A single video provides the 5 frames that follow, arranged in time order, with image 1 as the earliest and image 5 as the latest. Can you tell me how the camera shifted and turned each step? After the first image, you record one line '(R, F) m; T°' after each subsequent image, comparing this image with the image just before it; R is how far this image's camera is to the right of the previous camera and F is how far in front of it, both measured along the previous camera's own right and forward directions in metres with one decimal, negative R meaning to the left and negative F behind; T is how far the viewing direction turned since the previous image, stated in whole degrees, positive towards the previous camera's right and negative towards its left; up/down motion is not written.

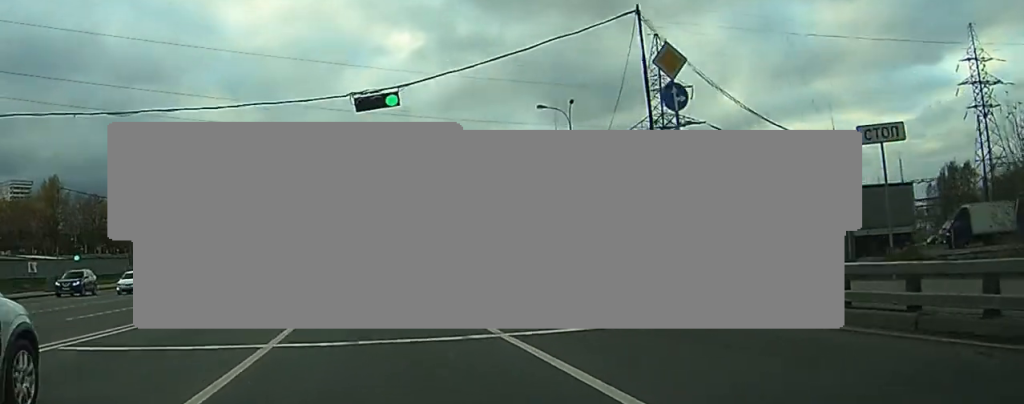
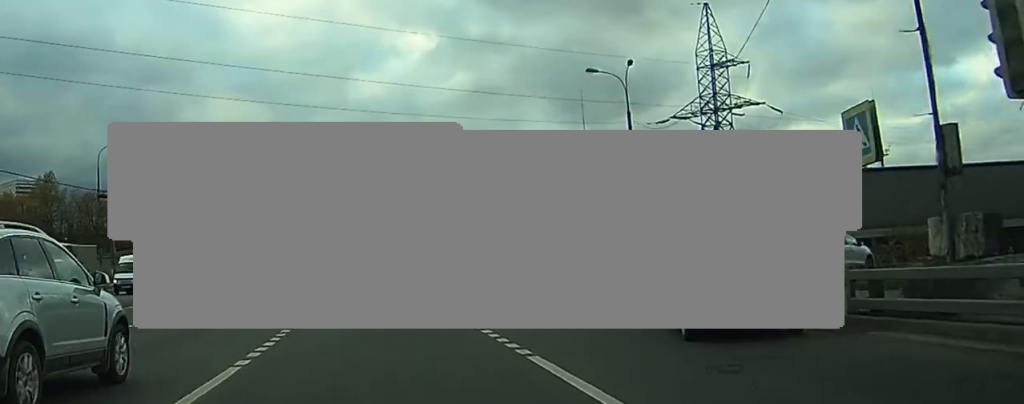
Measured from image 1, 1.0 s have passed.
(0.0, +11.2) m; -1°
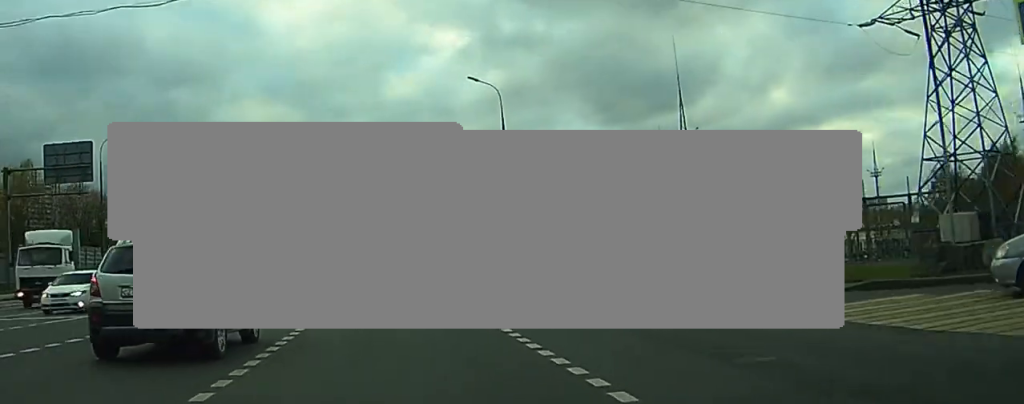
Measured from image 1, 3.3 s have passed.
(-0.9, +31.2) m; -3°
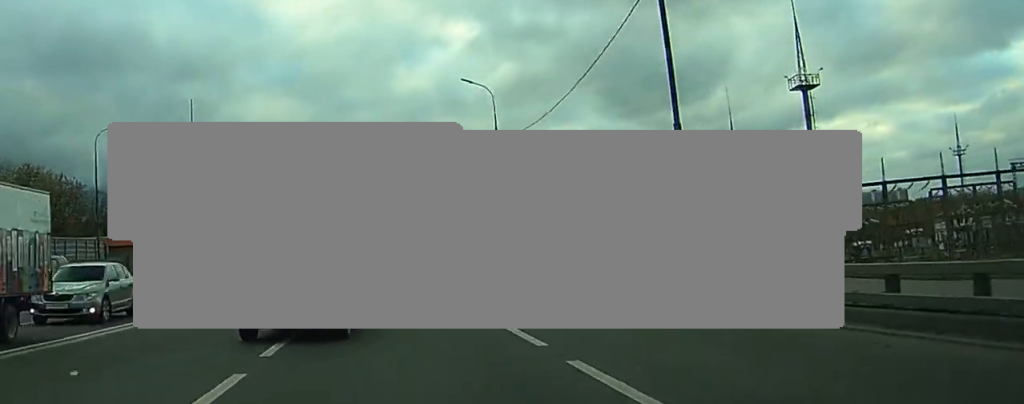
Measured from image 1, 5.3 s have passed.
(-0.3, +29.1) m; -1°
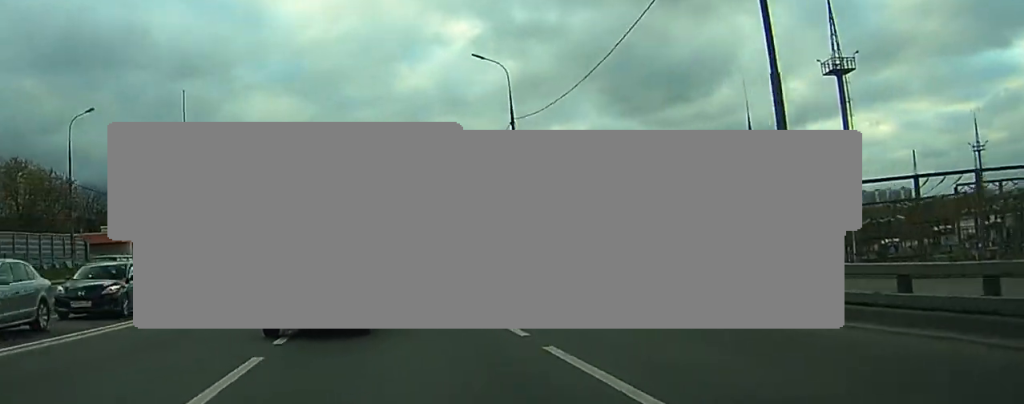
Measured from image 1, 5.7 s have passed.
(0.0, +6.1) m; 0°
